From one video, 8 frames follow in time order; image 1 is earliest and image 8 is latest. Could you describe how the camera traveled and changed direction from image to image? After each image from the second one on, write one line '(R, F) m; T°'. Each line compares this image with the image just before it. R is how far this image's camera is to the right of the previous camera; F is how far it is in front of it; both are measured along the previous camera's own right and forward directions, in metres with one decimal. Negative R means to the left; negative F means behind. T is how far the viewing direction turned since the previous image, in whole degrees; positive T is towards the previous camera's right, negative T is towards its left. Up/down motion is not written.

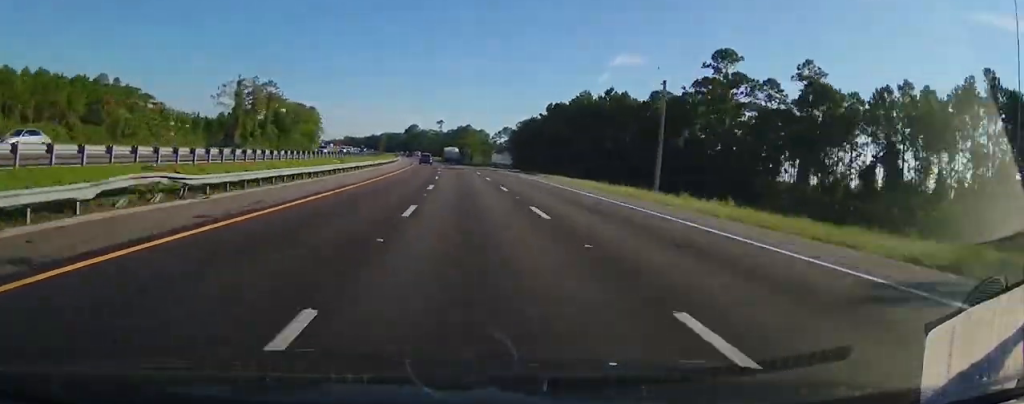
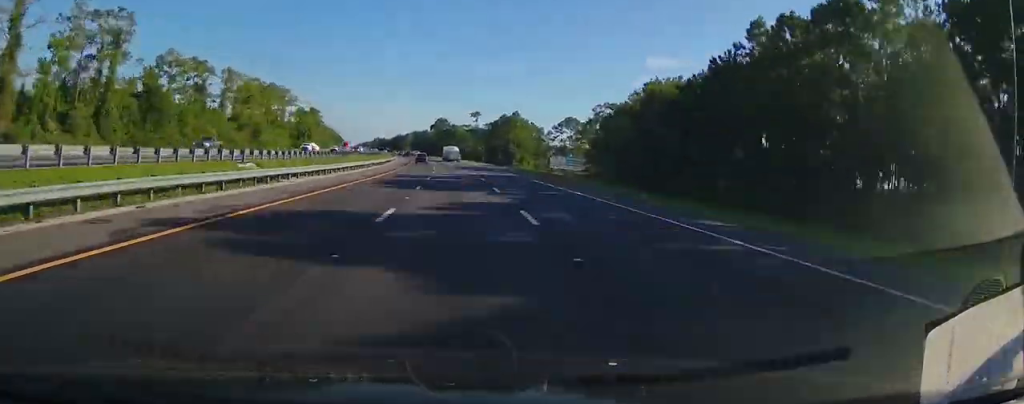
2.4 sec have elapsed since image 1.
(-4.0, +85.5) m; -4°
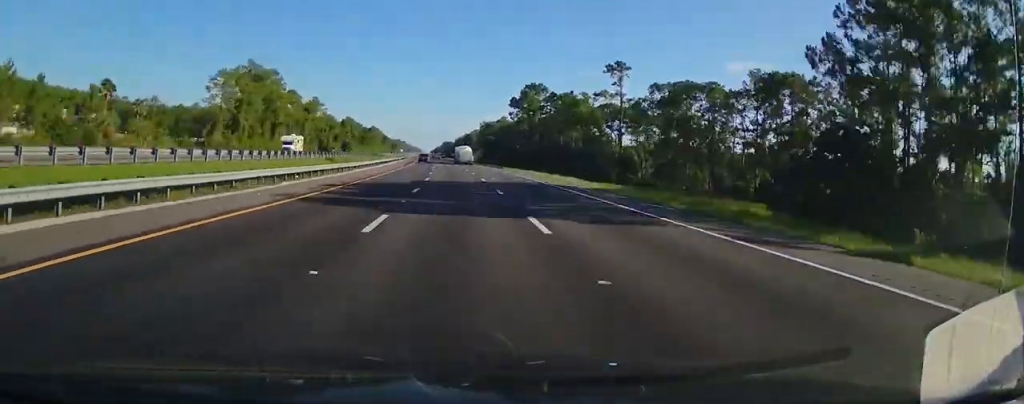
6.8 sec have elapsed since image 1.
(-9.9, +156.7) m; -6°
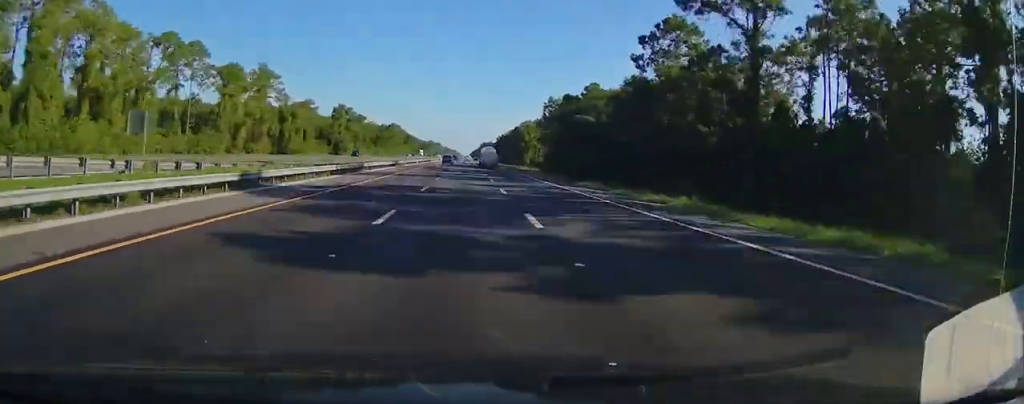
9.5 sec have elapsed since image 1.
(-2.6, +94.8) m; -1°
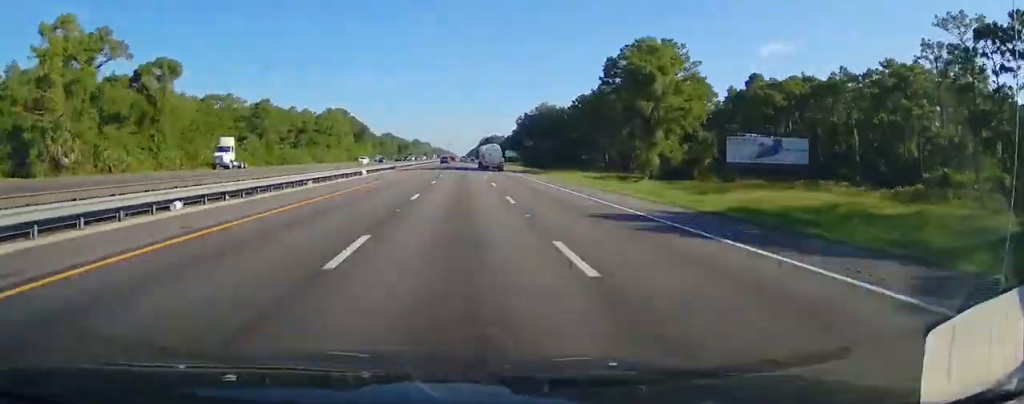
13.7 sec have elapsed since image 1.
(-1.5, +150.8) m; 0°
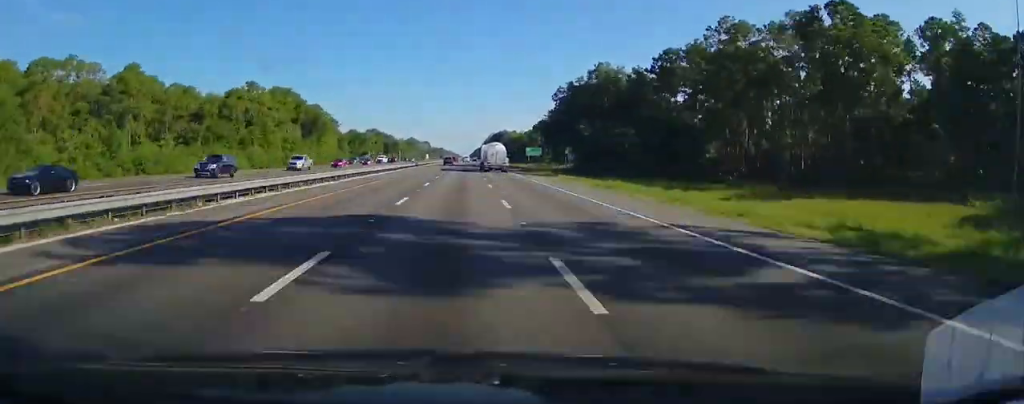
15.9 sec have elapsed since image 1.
(+0.2, +75.3) m; 0°
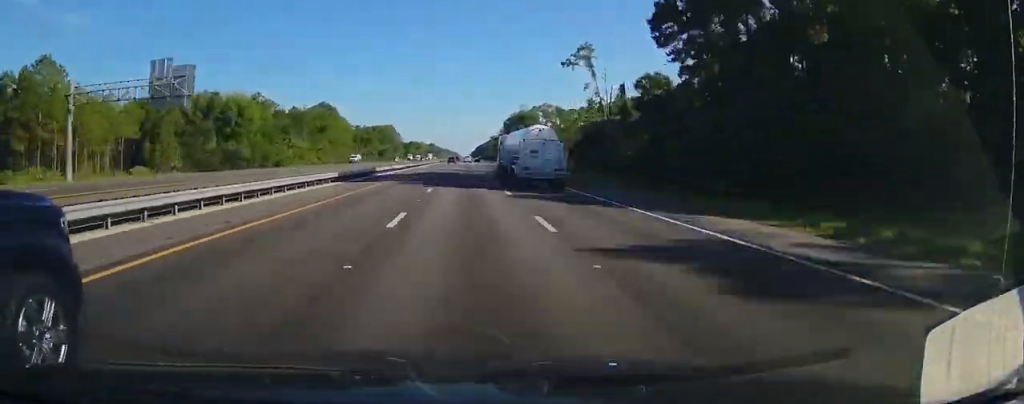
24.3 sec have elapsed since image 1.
(-1.8, +296.9) m; -1°
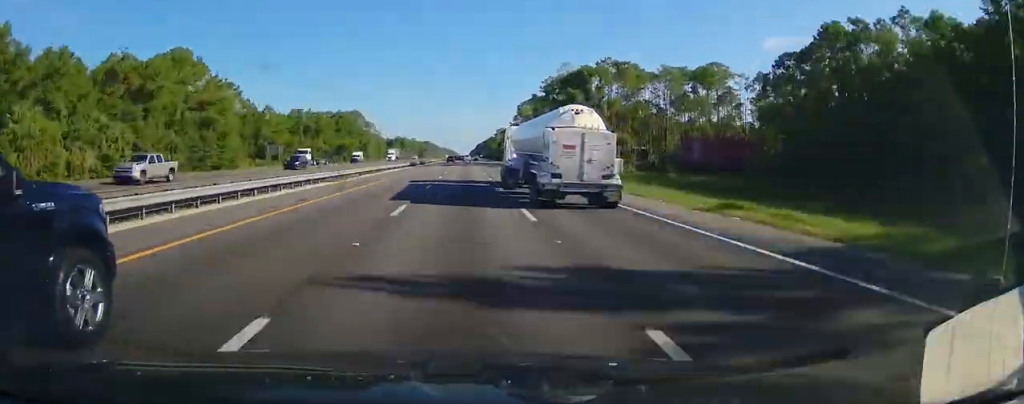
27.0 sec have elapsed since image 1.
(+0.1, +94.4) m; 0°
